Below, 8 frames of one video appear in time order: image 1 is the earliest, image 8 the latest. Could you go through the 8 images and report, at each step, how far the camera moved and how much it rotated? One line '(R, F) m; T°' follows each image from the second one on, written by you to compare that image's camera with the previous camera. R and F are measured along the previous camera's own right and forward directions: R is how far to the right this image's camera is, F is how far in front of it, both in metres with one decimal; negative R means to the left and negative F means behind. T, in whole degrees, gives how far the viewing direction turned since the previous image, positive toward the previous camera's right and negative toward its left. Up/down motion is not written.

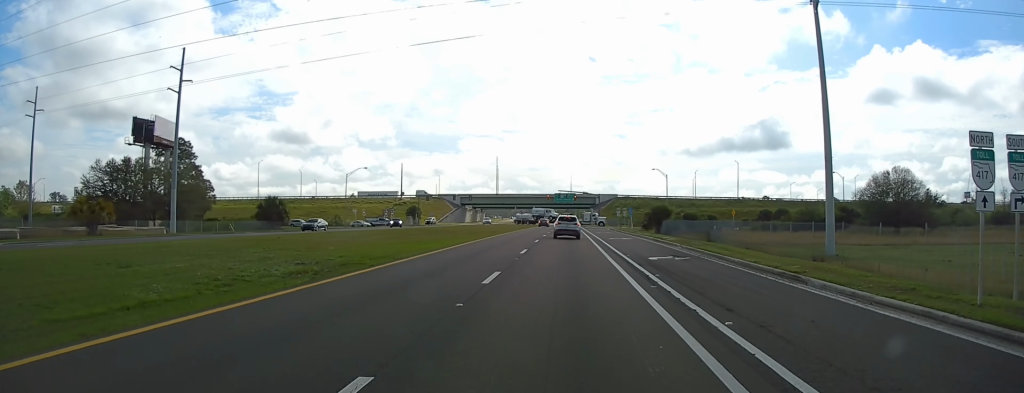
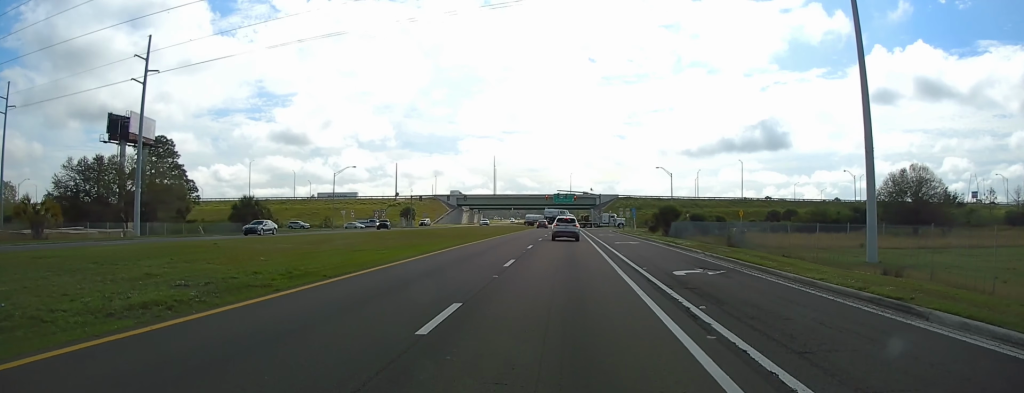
(0.0, +6.0) m; 0°
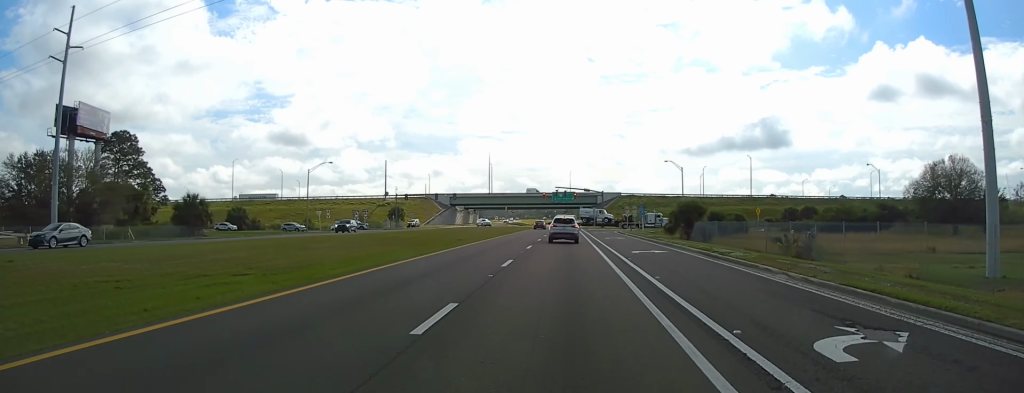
(-0.1, +10.6) m; +1°
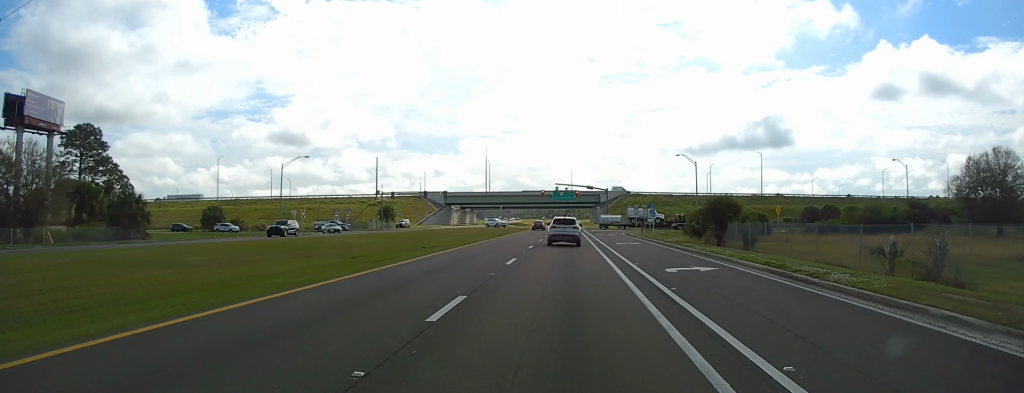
(+0.3, +9.4) m; 0°
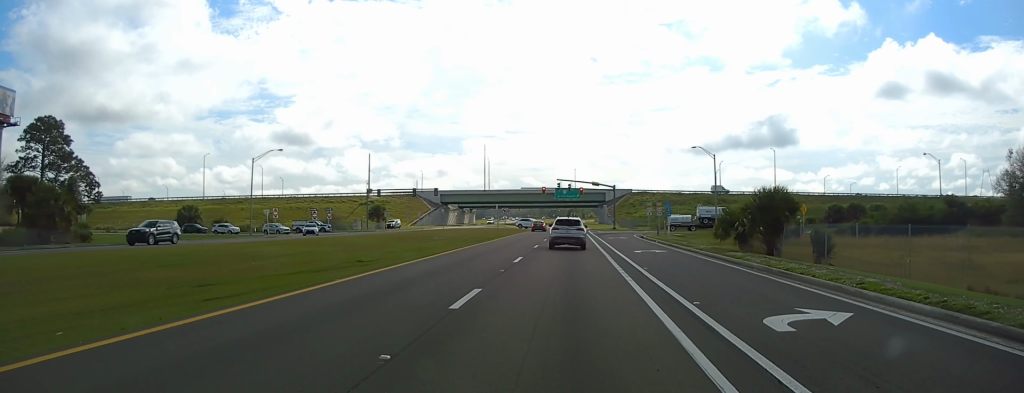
(-0.4, +9.0) m; -2°
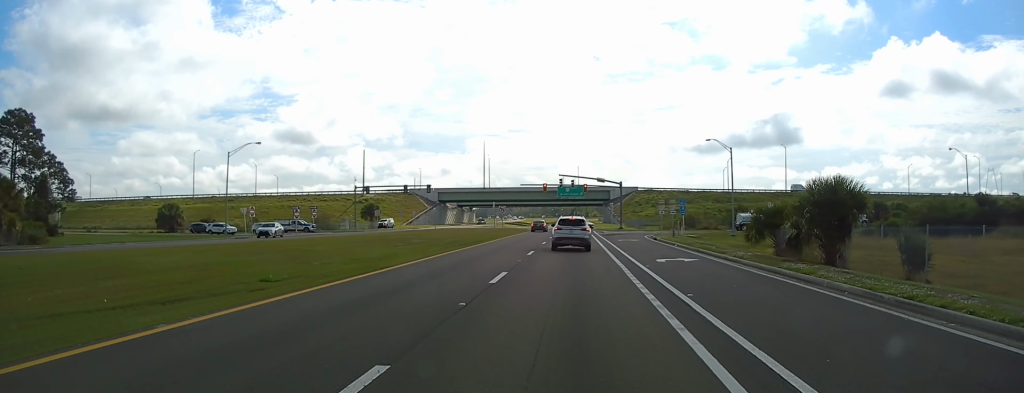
(+0.1, +6.2) m; 0°
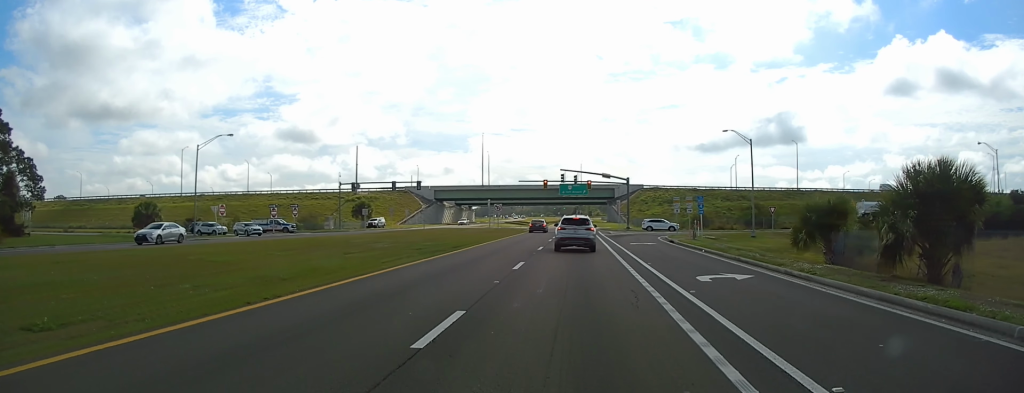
(-0.1, +6.4) m; +1°
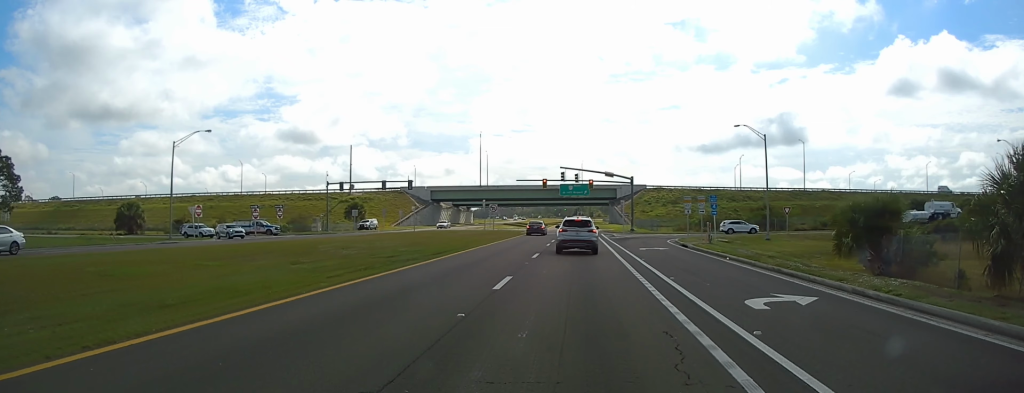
(+0.2, +4.5) m; +2°
